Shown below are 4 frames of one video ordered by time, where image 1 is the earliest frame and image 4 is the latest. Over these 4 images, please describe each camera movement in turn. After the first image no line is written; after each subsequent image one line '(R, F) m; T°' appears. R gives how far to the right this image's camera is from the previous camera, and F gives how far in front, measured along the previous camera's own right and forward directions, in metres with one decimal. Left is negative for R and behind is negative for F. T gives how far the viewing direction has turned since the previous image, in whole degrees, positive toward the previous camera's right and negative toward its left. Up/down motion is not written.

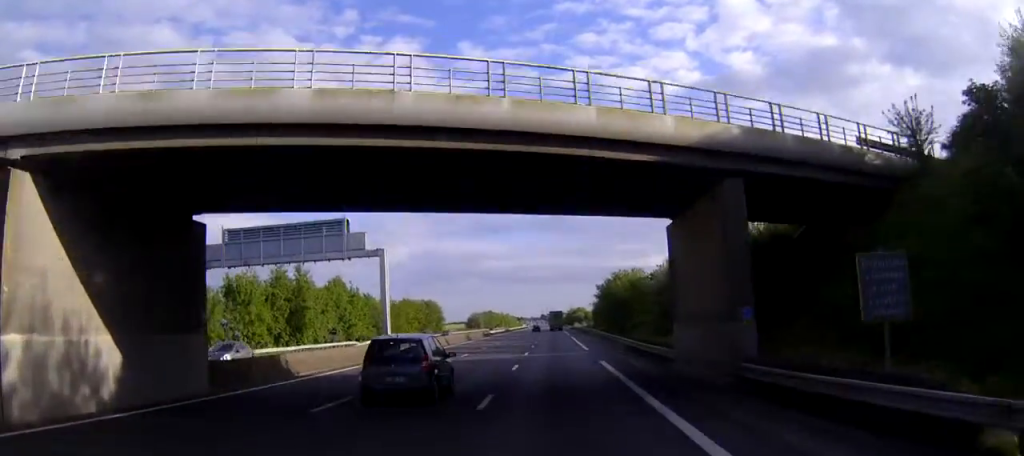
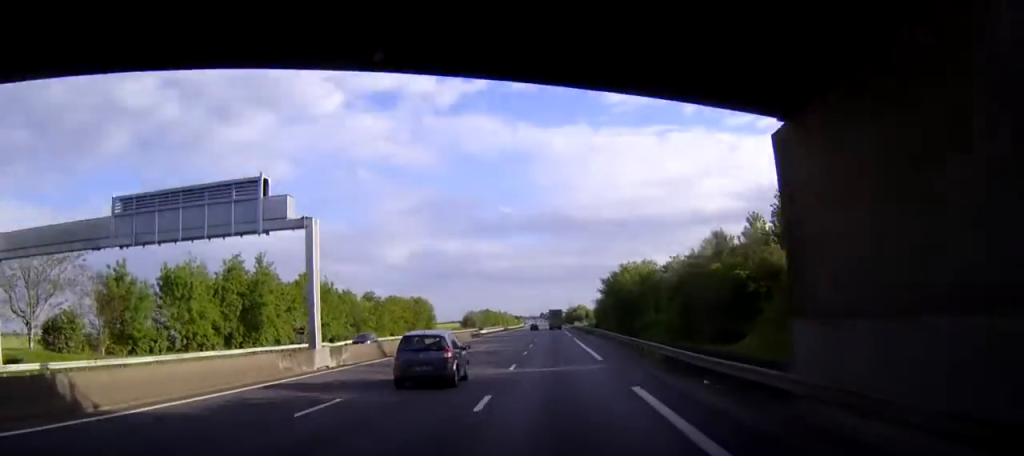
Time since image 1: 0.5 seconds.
(+0.1, +13.8) m; 0°
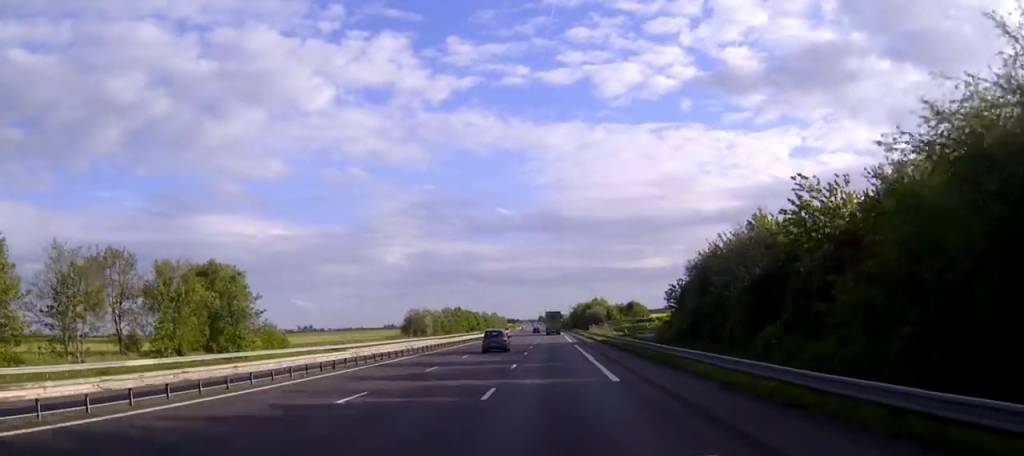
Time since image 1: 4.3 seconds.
(-0.2, +113.7) m; 0°
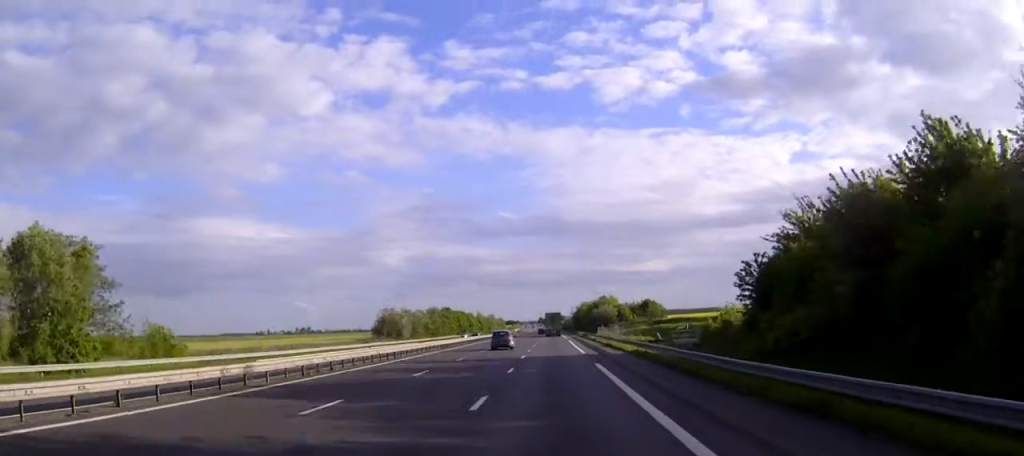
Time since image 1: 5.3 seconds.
(0.0, +28.5) m; 0°
